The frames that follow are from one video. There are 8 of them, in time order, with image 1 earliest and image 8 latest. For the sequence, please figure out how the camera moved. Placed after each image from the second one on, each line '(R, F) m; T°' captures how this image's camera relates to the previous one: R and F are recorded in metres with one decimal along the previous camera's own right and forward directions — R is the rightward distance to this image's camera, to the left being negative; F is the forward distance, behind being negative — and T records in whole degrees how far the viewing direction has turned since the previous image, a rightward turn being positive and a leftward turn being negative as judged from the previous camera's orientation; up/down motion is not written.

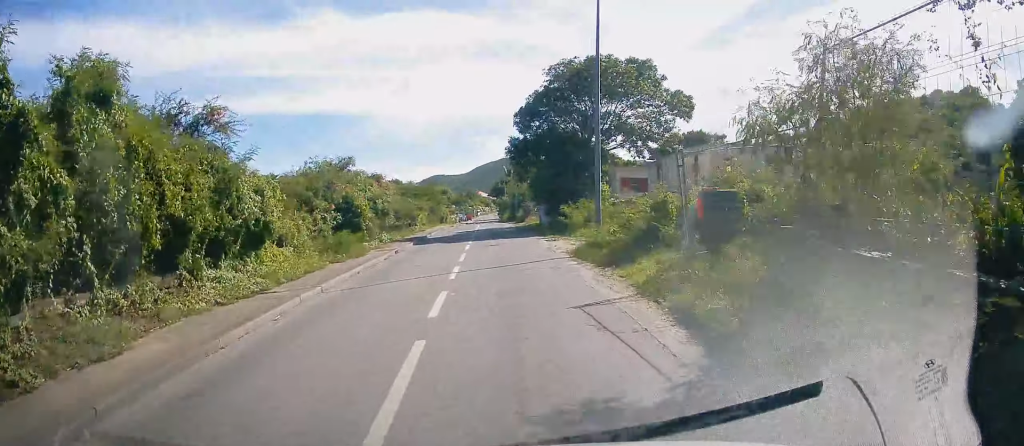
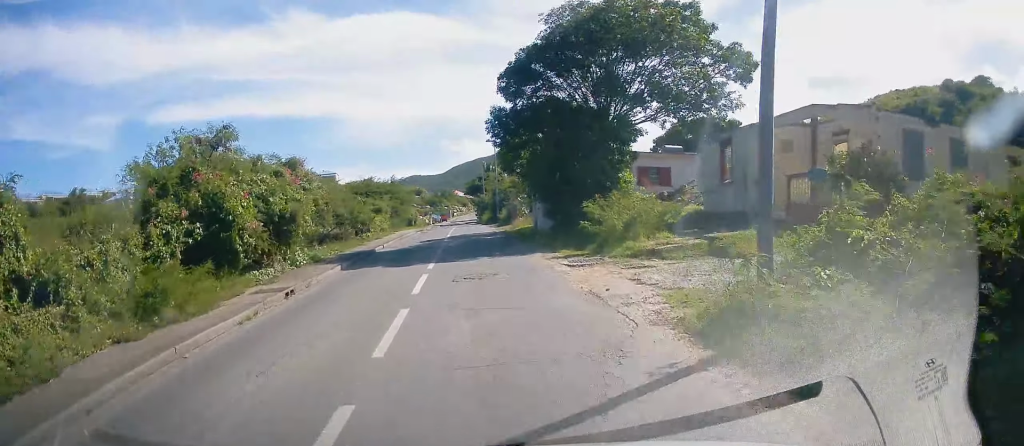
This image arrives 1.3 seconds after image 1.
(+0.3, +10.6) m; +3°
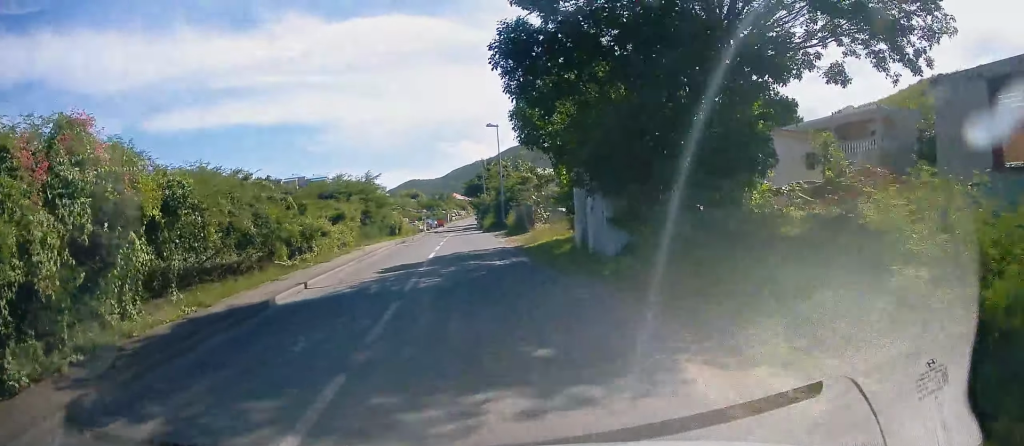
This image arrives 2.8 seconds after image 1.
(+0.1, +12.3) m; +1°
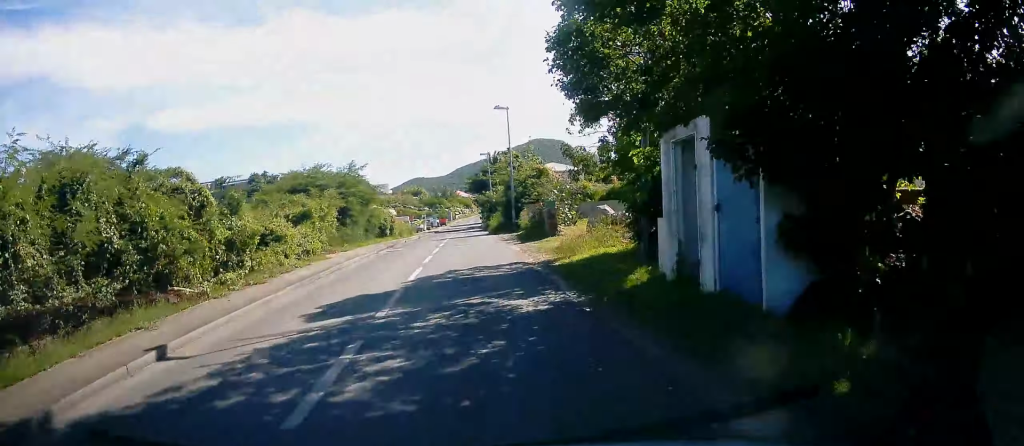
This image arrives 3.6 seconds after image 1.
(0.0, +7.1) m; +2°
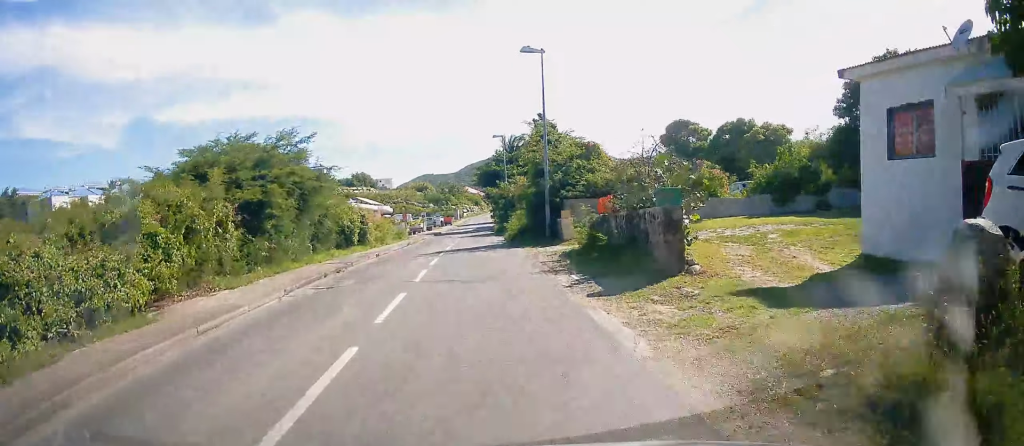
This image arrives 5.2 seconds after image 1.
(-0.2, +13.5) m; -3°
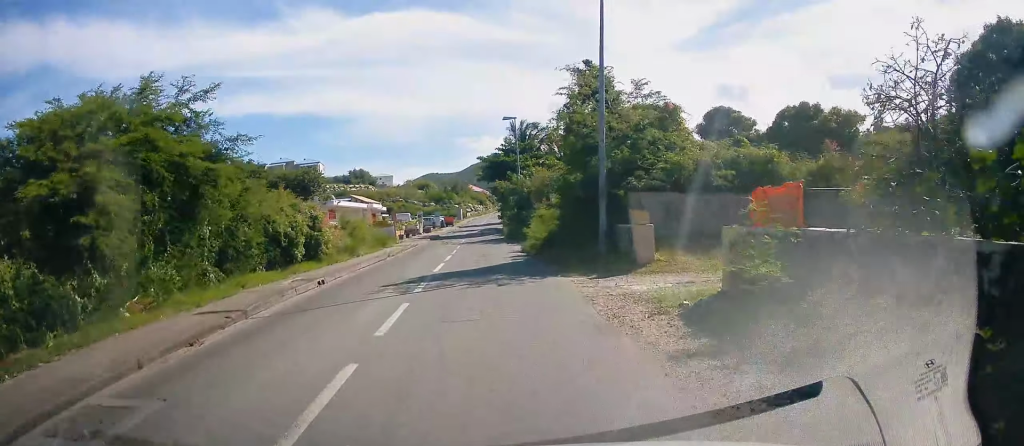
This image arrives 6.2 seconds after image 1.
(0.0, +9.4) m; -1°
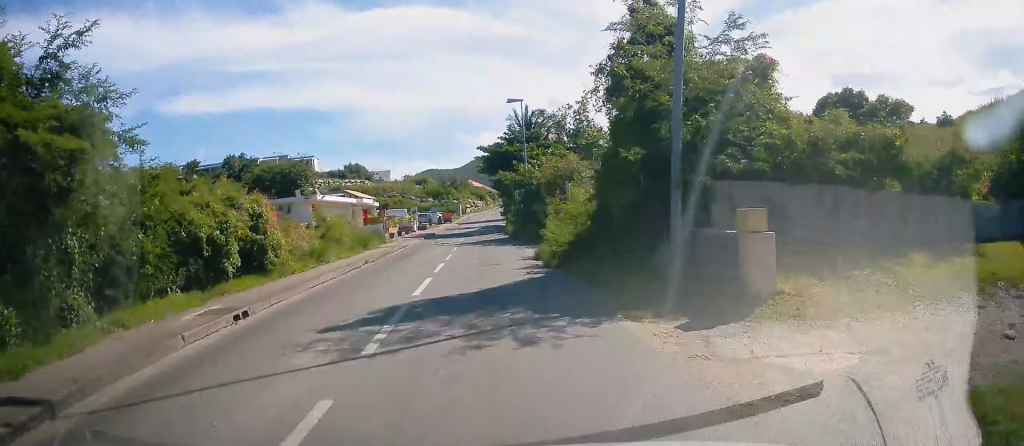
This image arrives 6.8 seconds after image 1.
(0.0, +5.2) m; 0°
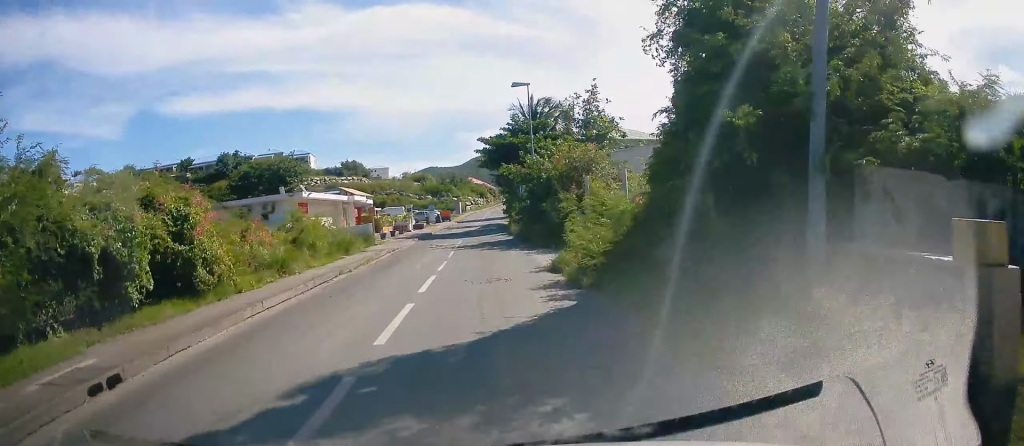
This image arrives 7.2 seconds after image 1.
(-0.1, +4.0) m; -1°
